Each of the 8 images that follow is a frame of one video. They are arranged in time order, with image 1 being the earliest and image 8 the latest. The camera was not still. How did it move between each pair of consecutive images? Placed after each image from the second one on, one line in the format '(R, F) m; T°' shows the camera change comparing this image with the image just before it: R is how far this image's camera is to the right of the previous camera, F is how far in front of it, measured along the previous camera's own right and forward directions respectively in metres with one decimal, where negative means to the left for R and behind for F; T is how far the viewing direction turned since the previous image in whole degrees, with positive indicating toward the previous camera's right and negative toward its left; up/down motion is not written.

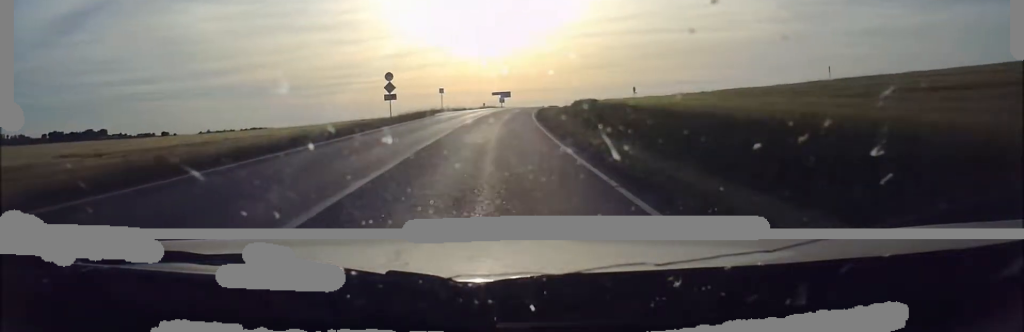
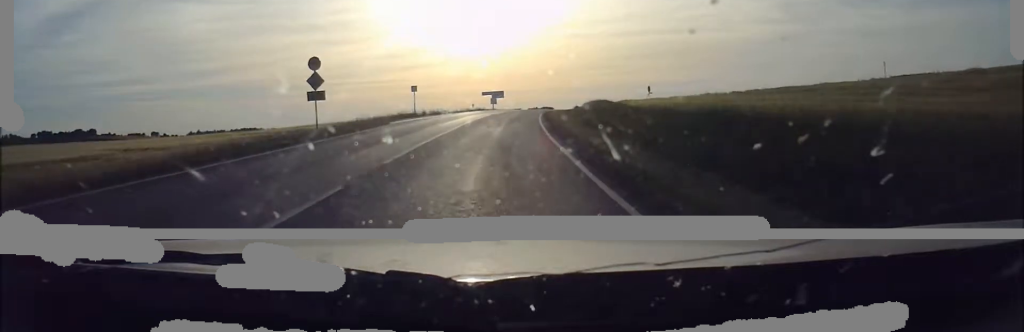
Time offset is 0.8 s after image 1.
(0.0, +17.8) m; +2°
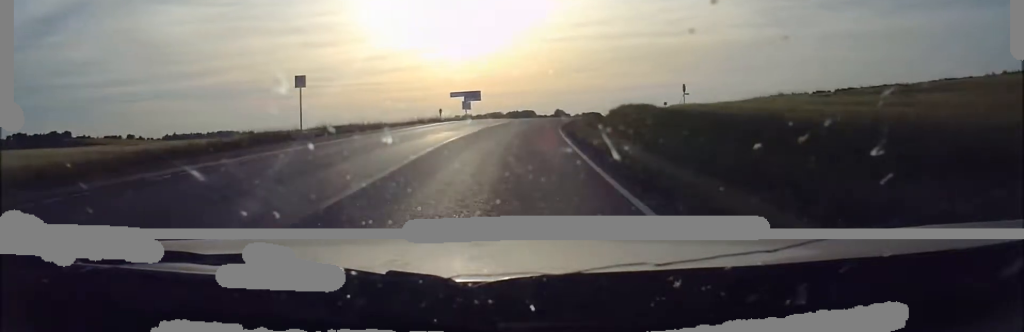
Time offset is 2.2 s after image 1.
(+1.5, +29.4) m; +5°
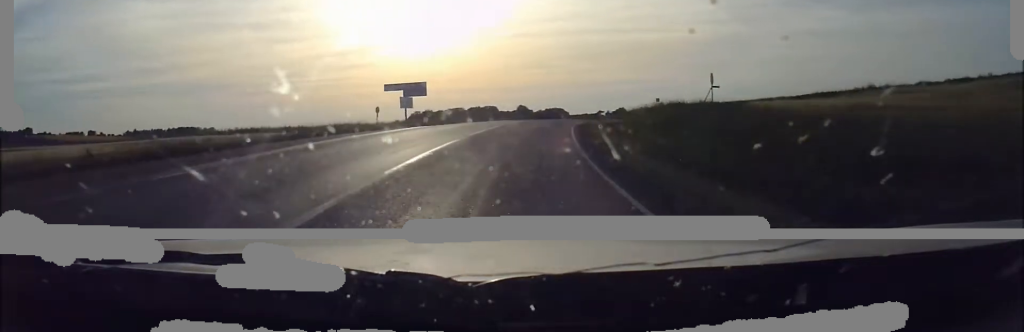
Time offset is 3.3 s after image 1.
(+0.1, +21.3) m; +2°
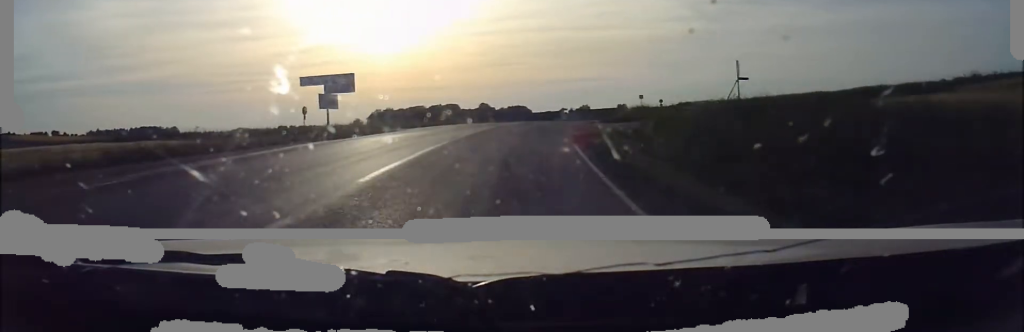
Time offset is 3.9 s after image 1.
(+0.4, +13.5) m; +2°
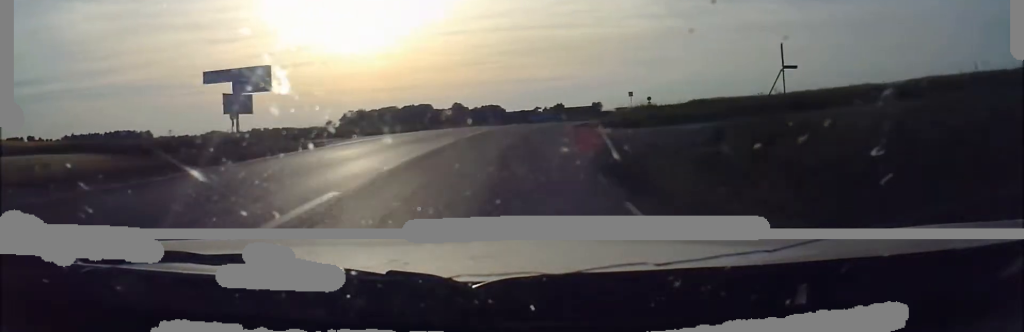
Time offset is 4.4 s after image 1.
(+0.1, +10.0) m; +1°
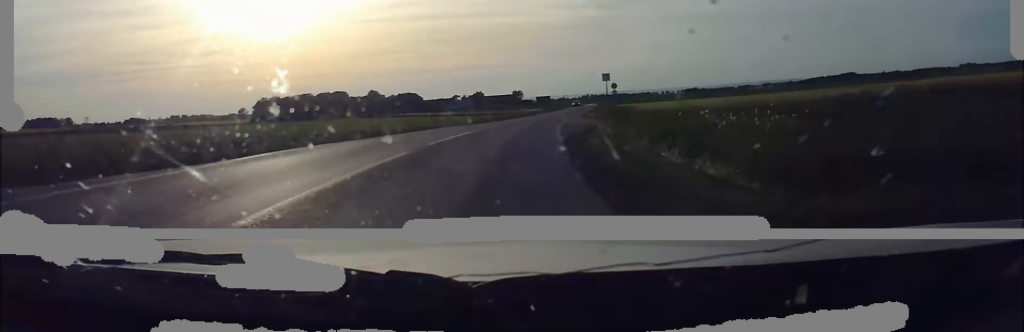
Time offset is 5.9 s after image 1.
(+0.5, +29.5) m; +4°
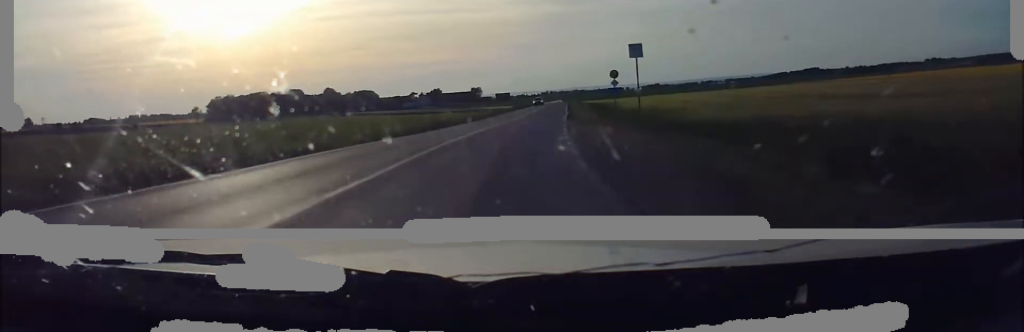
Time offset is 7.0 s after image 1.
(+1.0, +21.4) m; +8°
